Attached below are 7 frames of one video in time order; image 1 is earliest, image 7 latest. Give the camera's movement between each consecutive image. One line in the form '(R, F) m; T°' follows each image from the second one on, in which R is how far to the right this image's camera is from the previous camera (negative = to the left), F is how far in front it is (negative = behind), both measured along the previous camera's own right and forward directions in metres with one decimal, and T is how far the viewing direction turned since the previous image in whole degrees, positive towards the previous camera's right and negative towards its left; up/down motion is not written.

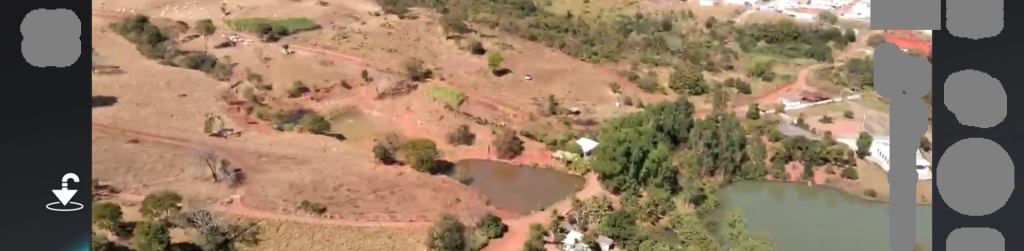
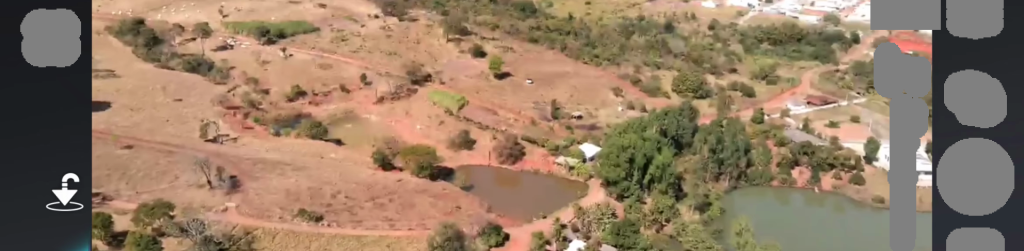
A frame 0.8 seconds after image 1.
(0.0, +5.8) m; +1°
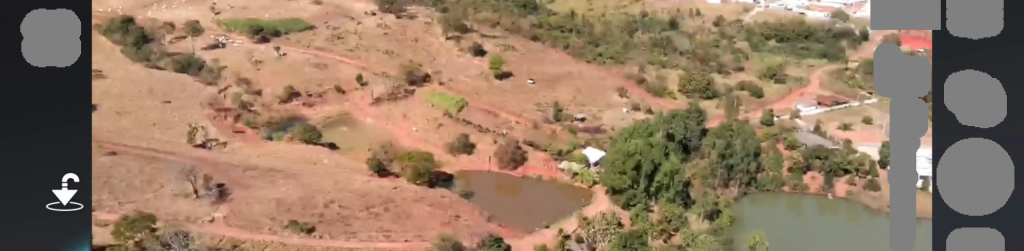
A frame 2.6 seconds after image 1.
(+0.3, +13.0) m; +1°
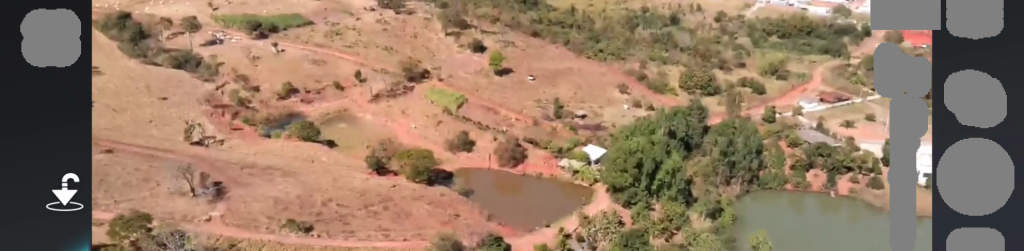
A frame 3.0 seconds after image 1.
(0.0, +2.9) m; 0°
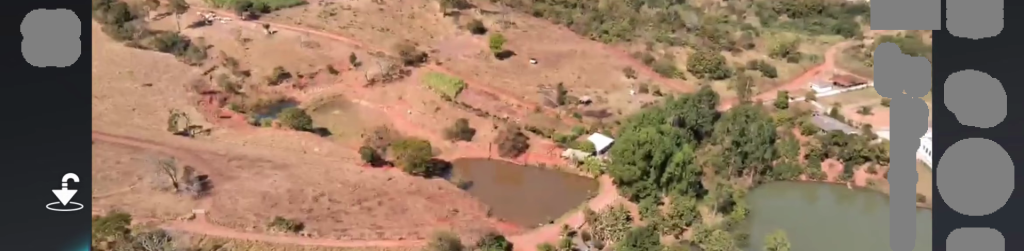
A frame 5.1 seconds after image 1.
(-0.2, +14.8) m; 0°
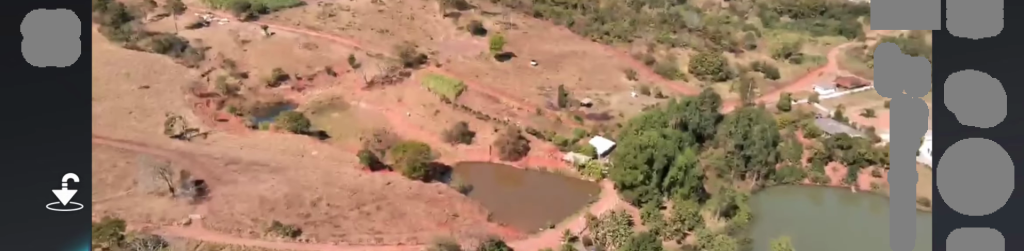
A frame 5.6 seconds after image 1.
(0.0, +3.2) m; +1°
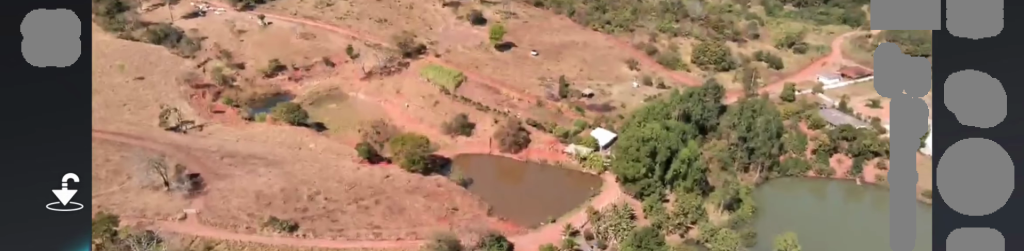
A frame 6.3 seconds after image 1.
(+0.1, +4.5) m; +1°
